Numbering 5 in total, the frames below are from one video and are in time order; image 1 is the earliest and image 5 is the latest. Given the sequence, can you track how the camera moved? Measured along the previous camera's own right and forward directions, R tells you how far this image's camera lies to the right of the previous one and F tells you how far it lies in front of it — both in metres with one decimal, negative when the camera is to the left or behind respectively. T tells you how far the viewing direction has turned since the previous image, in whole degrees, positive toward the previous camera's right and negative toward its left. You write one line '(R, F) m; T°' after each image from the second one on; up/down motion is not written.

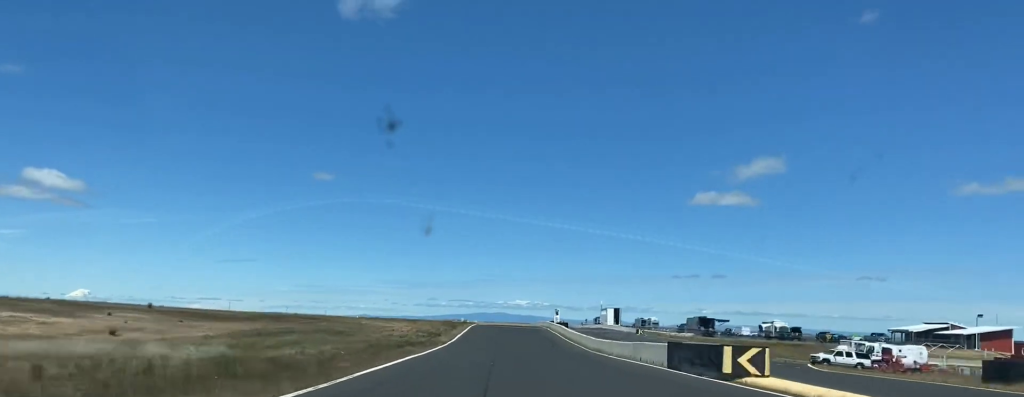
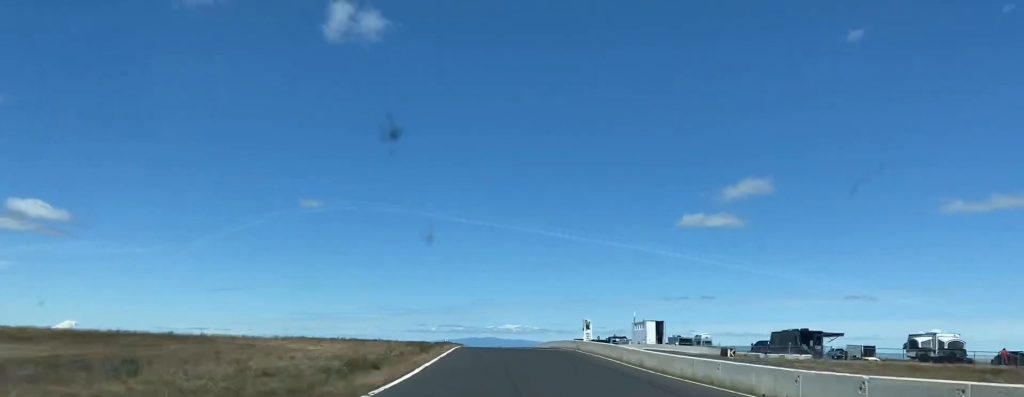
(+0.4, +43.4) m; +1°
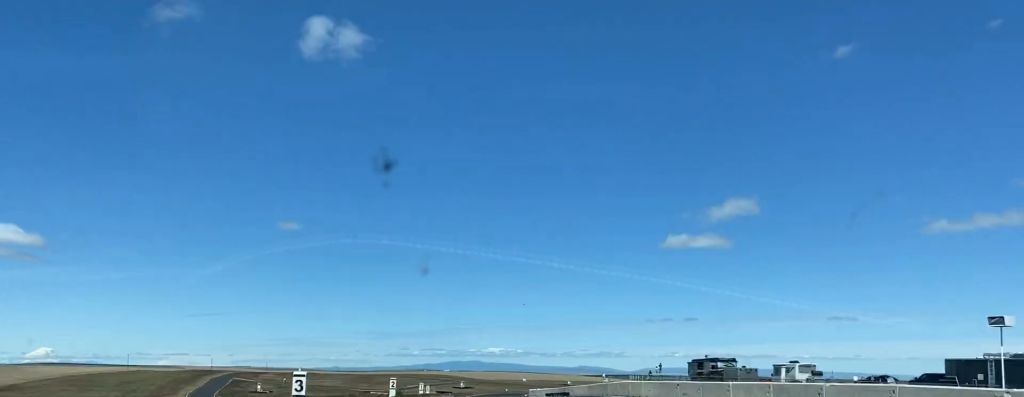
(-0.6, +90.8) m; 0°
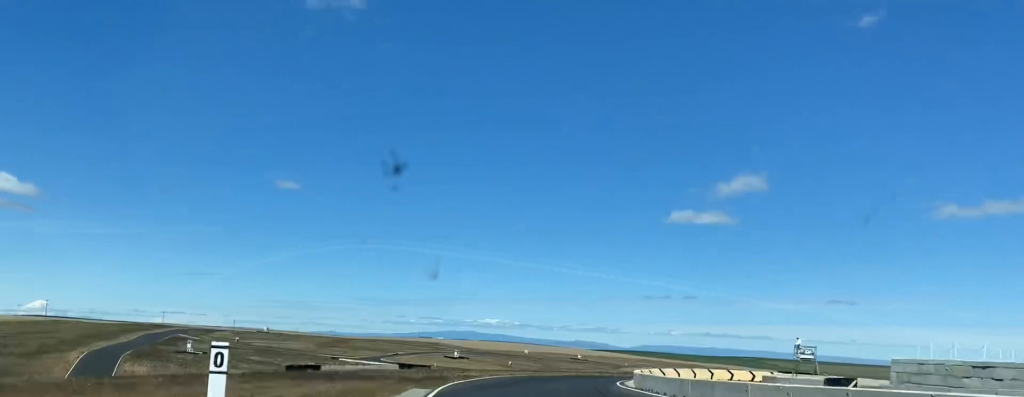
(+2.3, +94.1) m; +2°
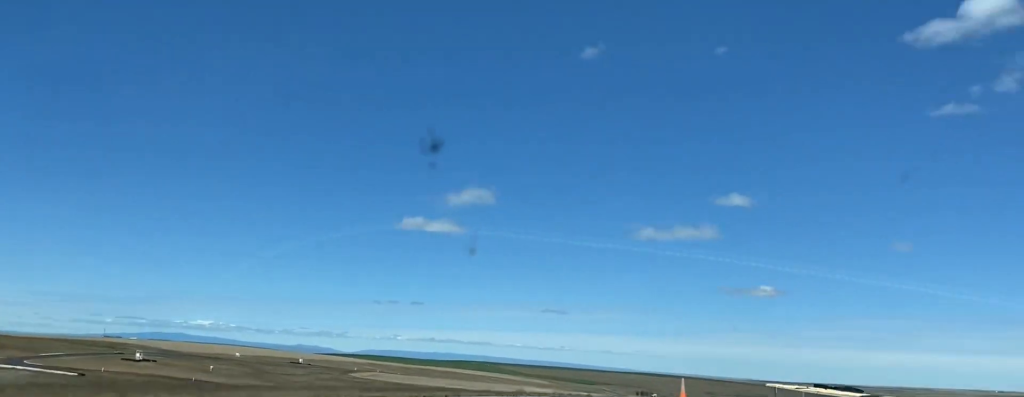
(+5.5, +61.4) m; +17°
